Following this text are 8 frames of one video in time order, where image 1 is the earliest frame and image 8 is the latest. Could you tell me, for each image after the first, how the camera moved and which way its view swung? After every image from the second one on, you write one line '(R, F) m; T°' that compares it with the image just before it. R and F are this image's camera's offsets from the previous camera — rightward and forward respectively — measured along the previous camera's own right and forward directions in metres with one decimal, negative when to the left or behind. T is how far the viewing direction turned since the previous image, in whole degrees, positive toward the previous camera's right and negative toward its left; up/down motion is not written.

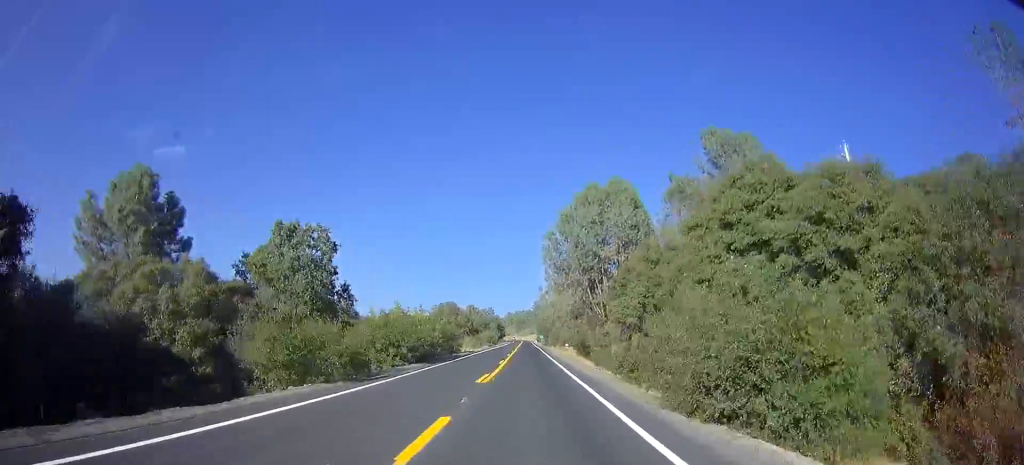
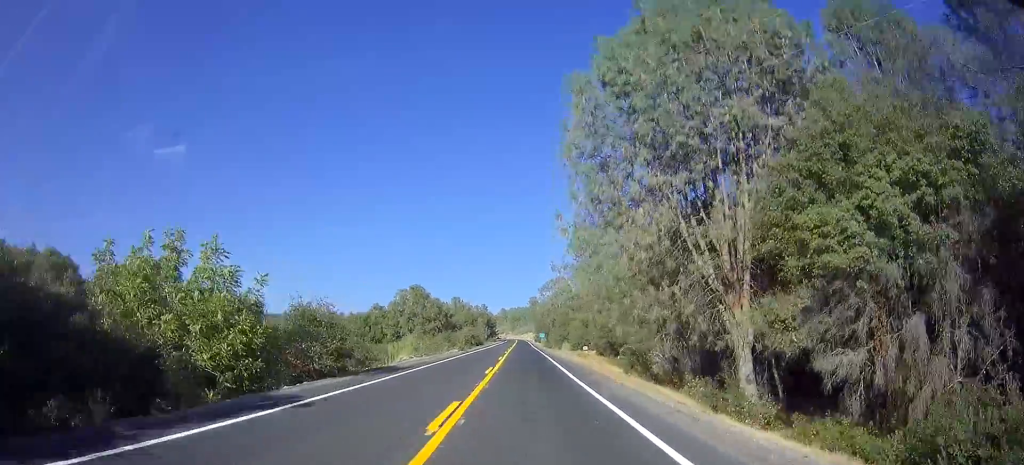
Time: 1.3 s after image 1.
(+0.2, +39.0) m; 0°
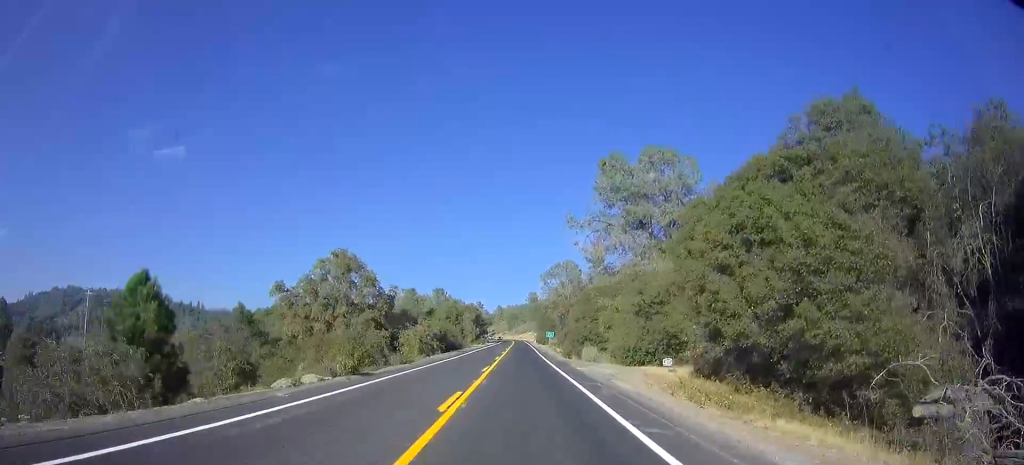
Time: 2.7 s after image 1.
(0.0, +40.7) m; 0°
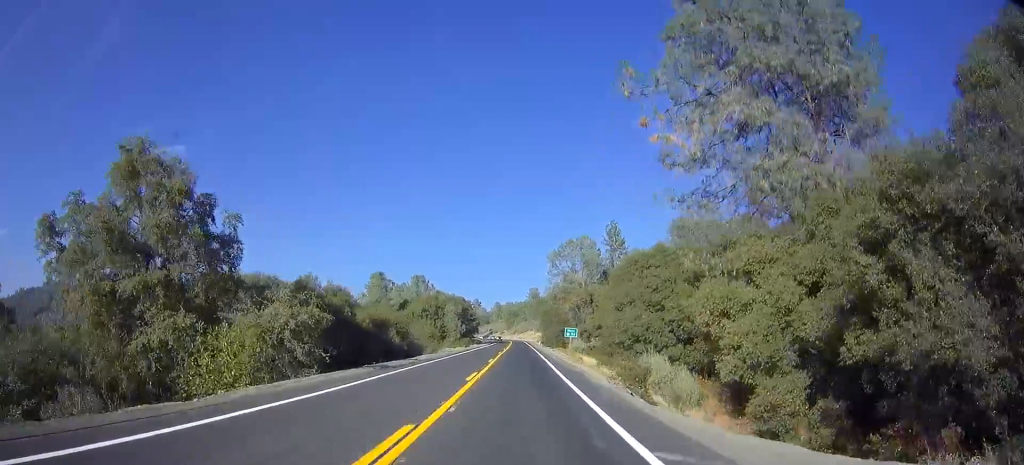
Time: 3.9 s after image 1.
(-0.1, +34.8) m; 0°
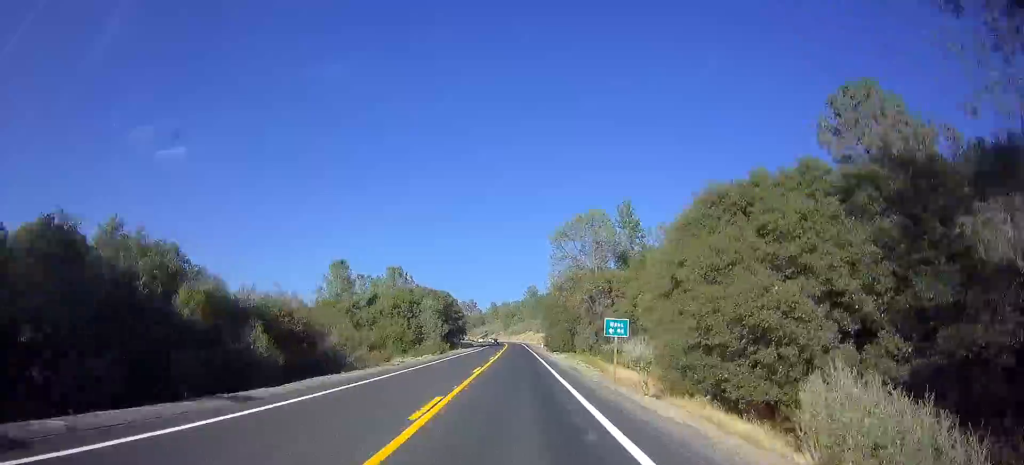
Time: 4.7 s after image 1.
(0.0, +23.2) m; 0°
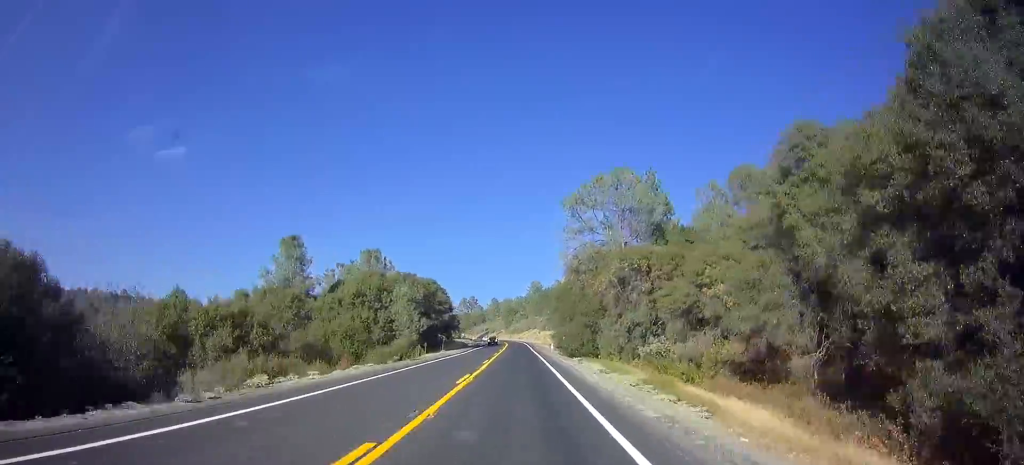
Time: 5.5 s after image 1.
(+0.1, +21.2) m; 0°
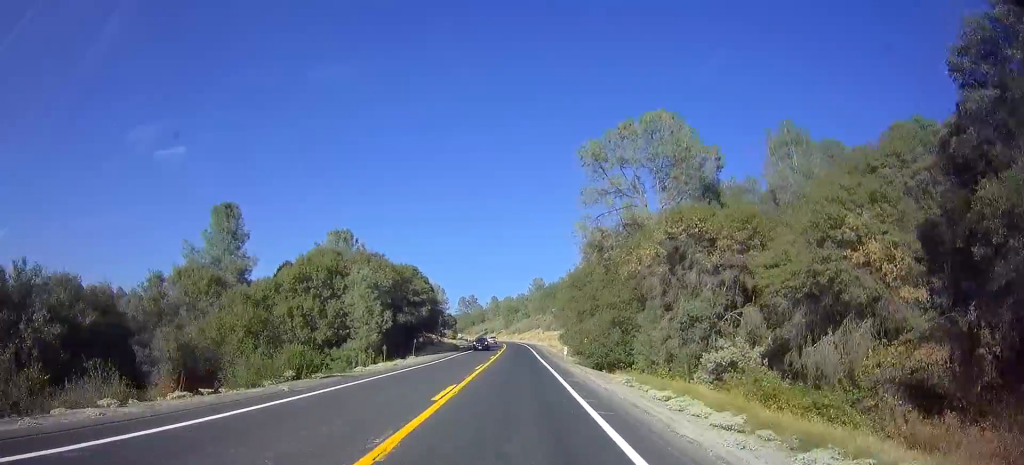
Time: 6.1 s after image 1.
(0.0, +18.1) m; 0°
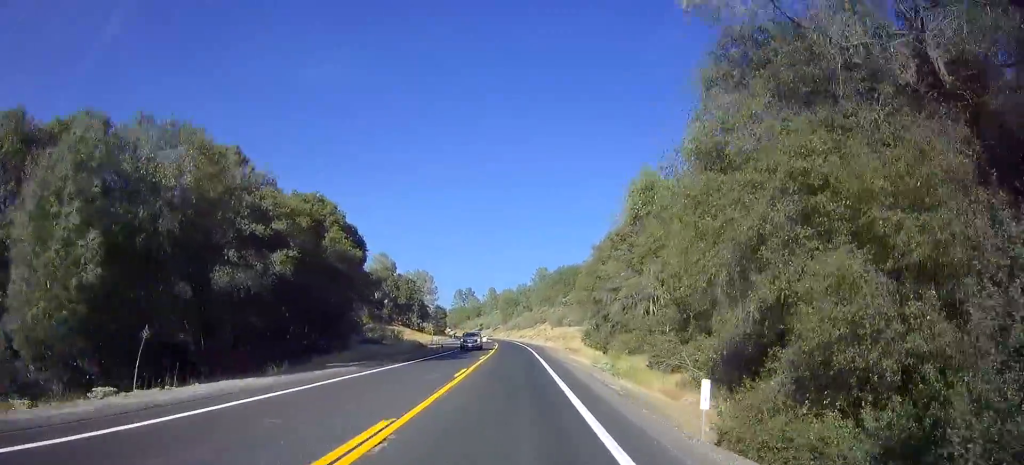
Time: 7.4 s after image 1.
(-0.1, +35.5) m; -1°
